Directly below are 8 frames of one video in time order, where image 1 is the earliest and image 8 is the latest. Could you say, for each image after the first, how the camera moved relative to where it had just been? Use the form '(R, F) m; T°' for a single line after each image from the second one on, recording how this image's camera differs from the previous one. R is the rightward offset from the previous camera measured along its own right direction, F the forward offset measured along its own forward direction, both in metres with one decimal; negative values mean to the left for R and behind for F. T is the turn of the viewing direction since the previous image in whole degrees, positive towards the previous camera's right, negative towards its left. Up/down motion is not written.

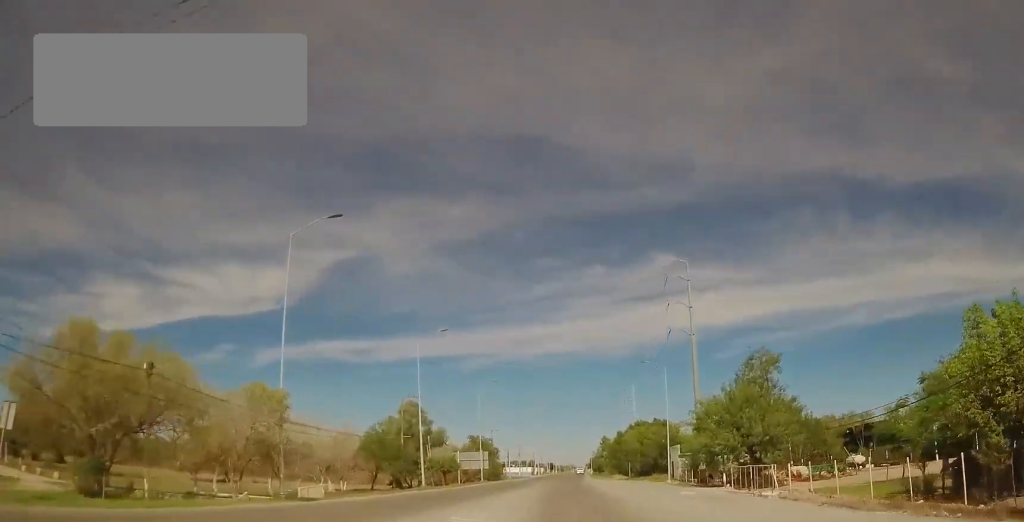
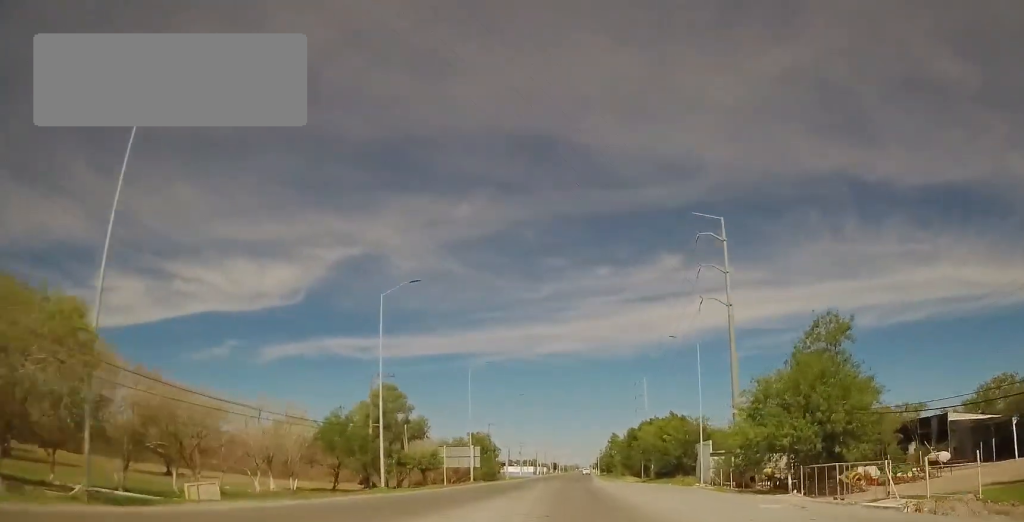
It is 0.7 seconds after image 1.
(+0.2, +13.6) m; 0°
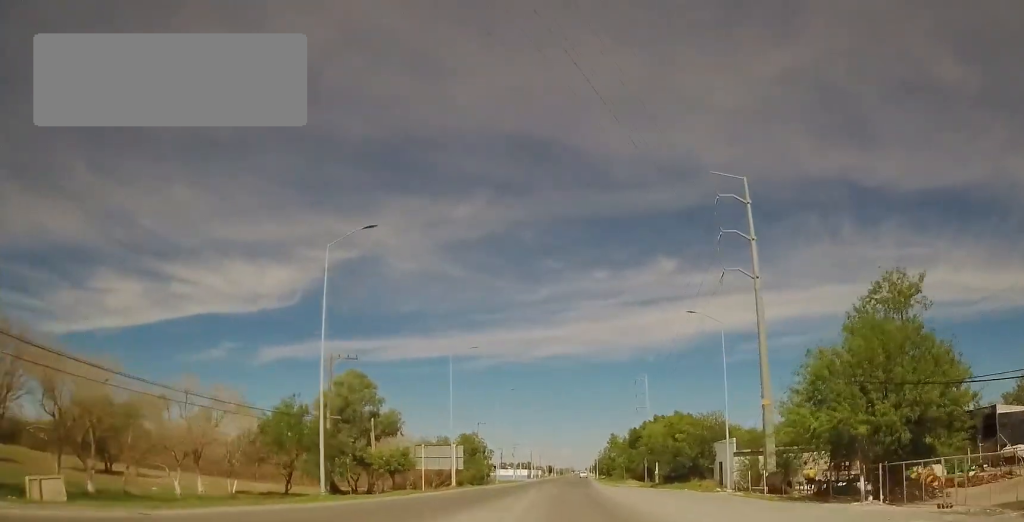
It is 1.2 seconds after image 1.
(+0.3, +9.6) m; 0°
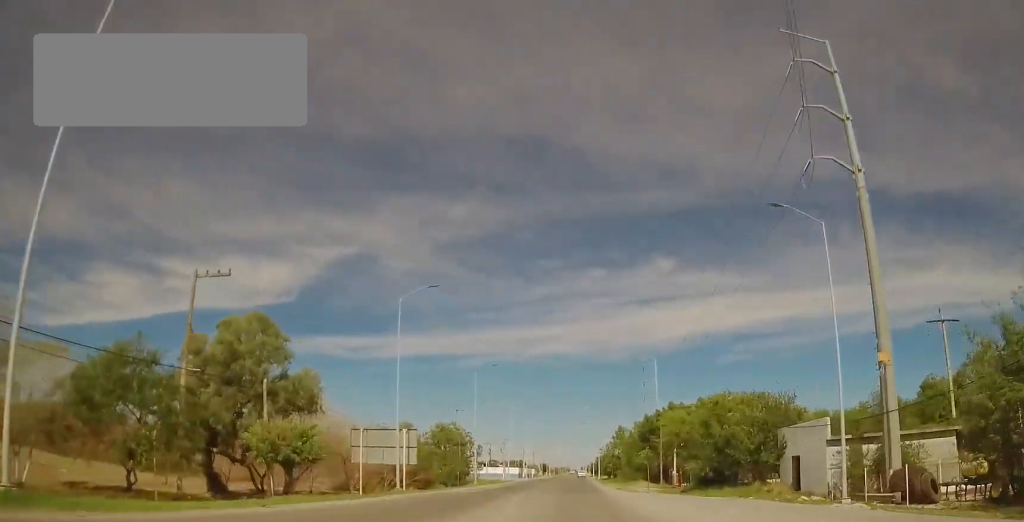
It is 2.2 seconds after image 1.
(-0.3, +19.6) m; -1°
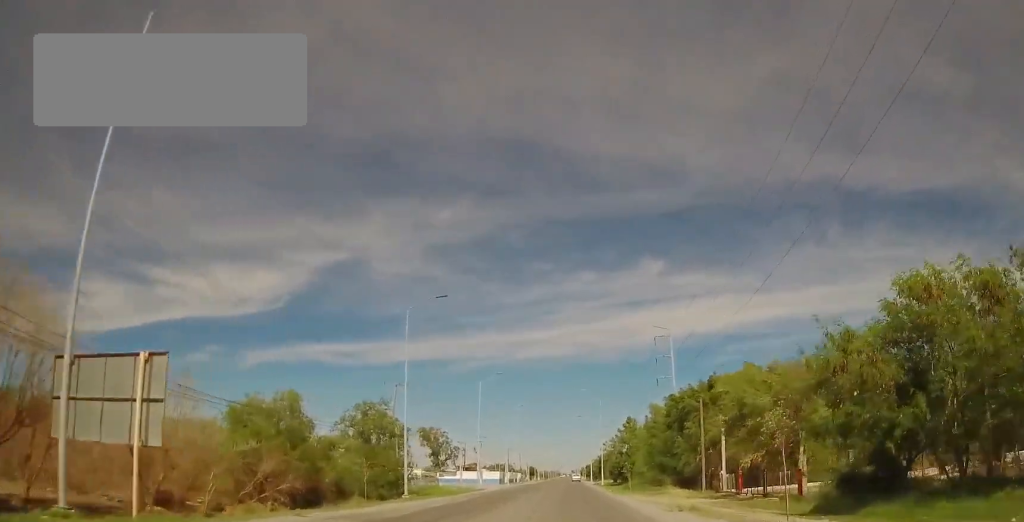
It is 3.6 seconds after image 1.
(0.0, +28.6) m; +1°
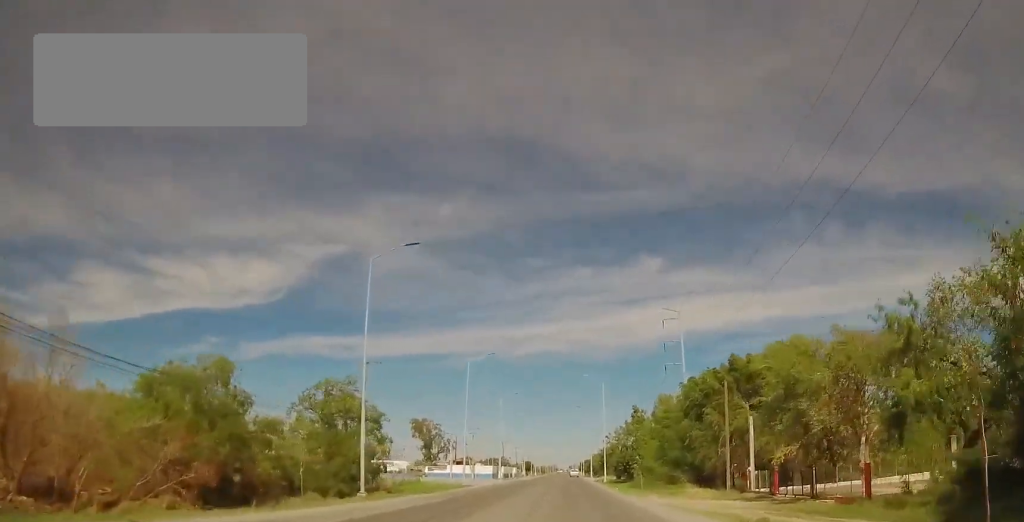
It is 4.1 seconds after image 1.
(-0.1, +8.7) m; +1°
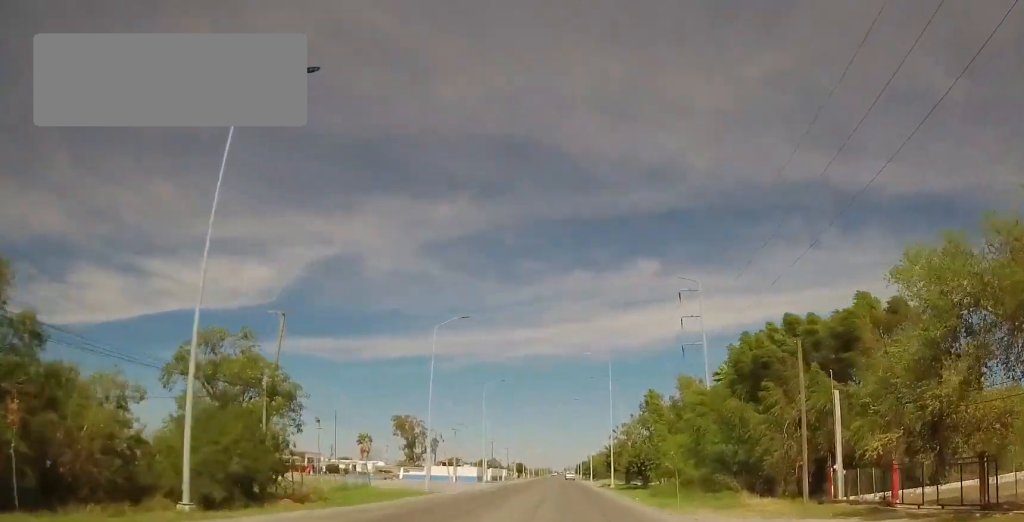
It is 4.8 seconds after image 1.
(+0.3, +15.7) m; +2°
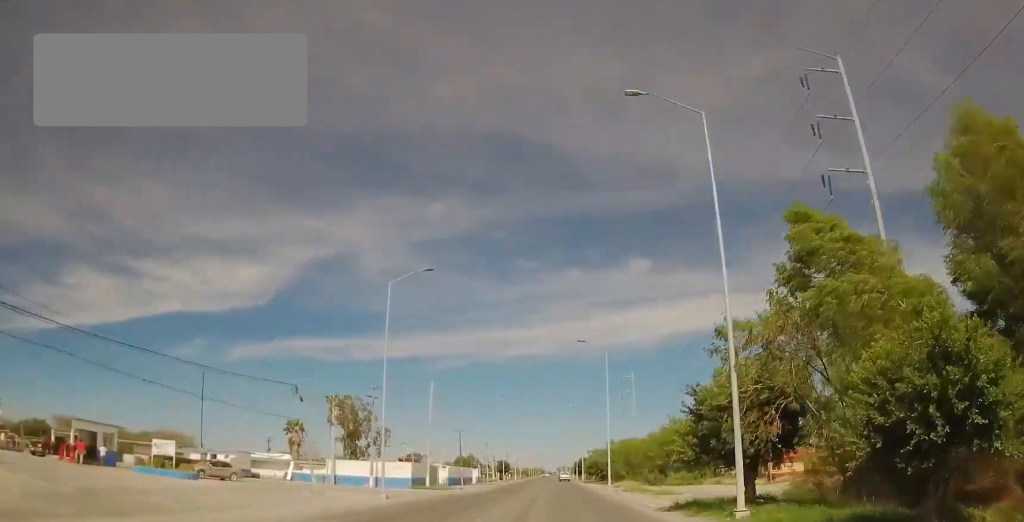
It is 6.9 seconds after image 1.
(0.0, +43.5) m; -1°
